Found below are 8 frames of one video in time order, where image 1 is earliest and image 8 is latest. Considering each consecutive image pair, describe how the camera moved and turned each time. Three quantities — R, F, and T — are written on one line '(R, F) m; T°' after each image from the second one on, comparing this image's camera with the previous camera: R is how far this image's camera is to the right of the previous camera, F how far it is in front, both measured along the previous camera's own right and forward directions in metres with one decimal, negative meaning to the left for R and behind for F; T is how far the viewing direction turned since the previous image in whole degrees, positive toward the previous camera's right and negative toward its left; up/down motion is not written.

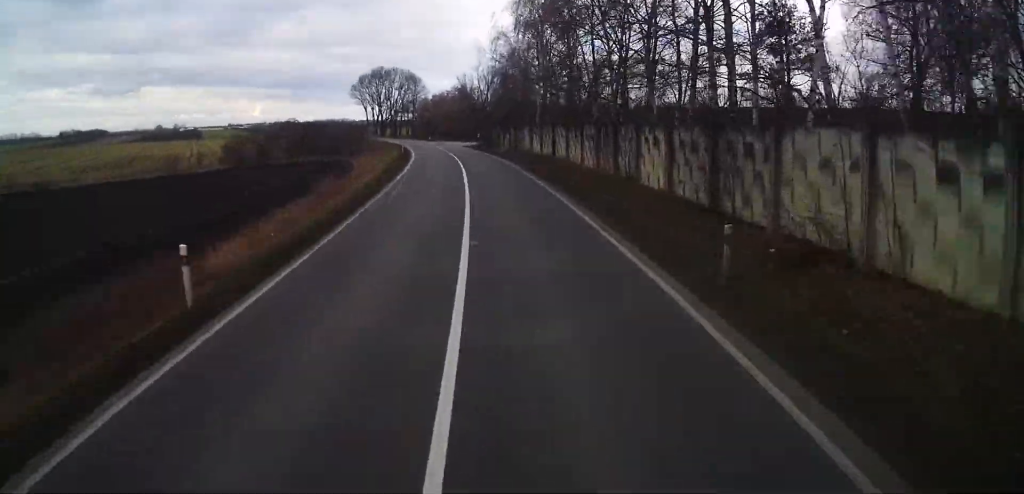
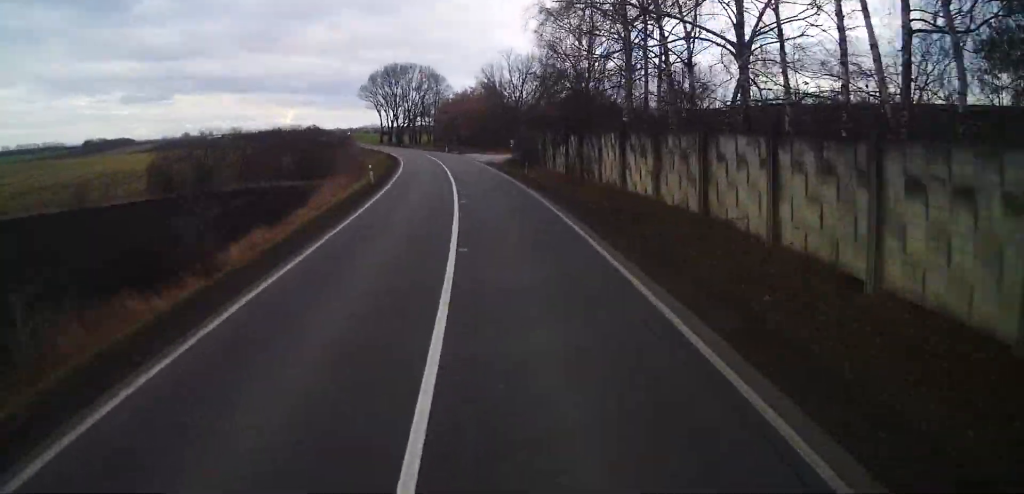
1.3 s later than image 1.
(-0.9, +27.2) m; -4°
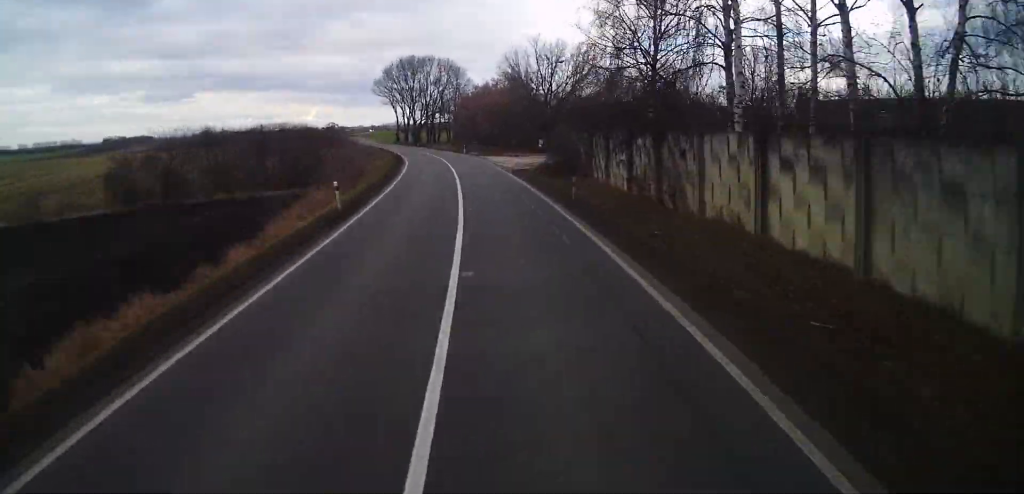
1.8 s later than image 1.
(-0.2, +11.2) m; -1°
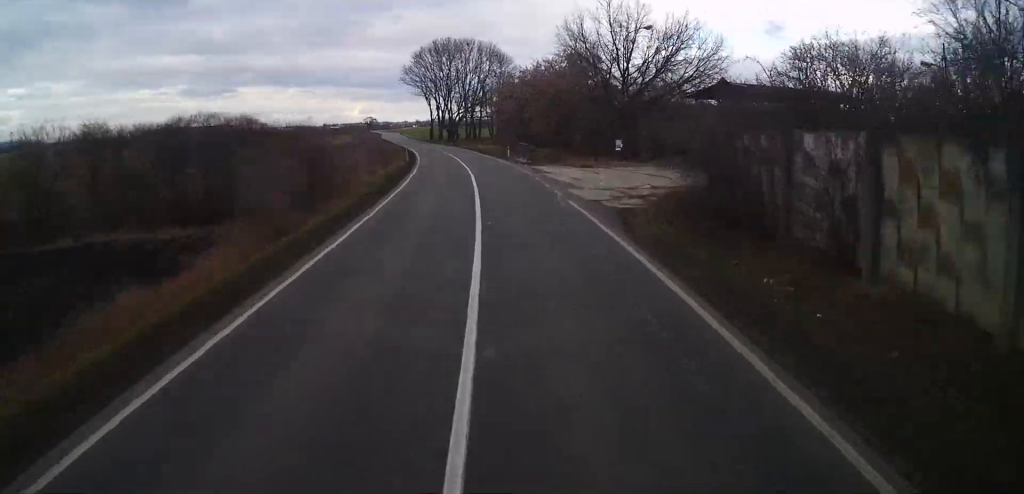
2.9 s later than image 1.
(-0.5, +22.0) m; -3°
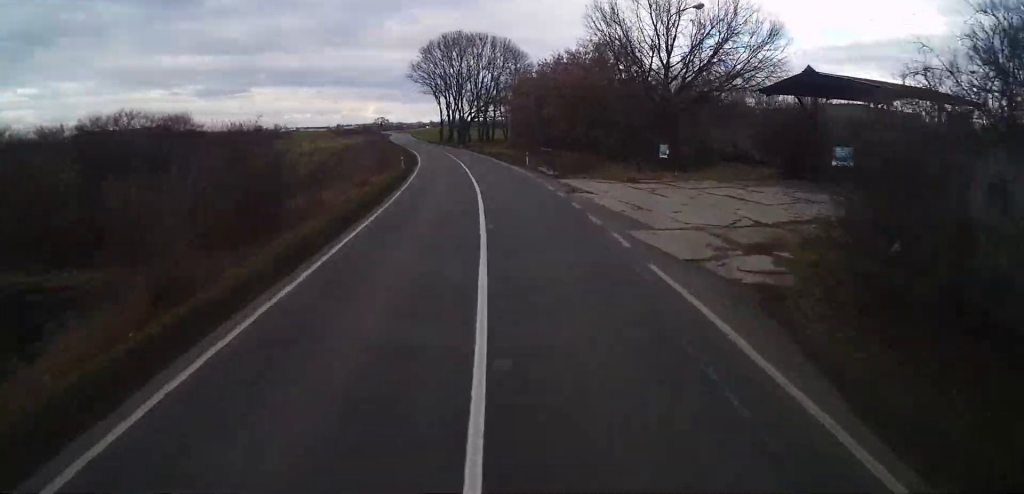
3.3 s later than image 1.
(0.0, +9.3) m; -2°
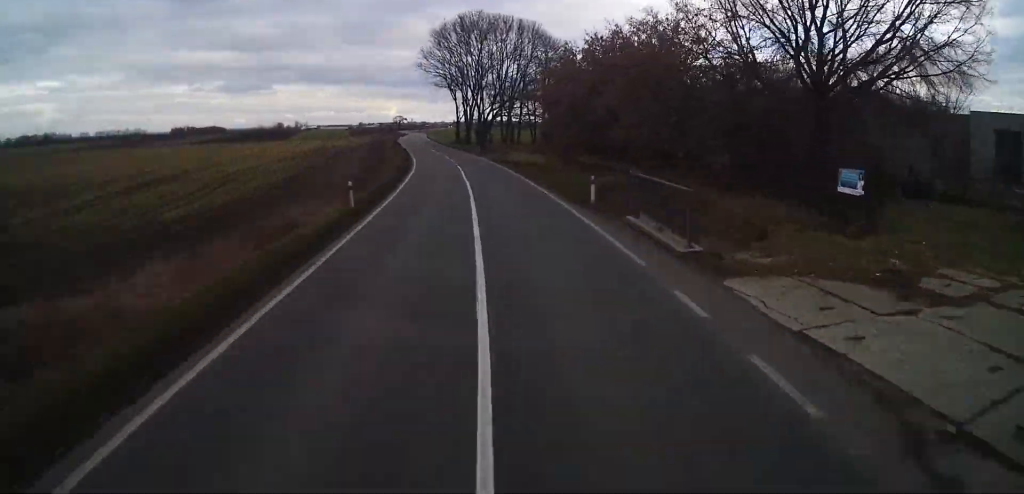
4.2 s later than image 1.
(-0.7, +19.3) m; -3°
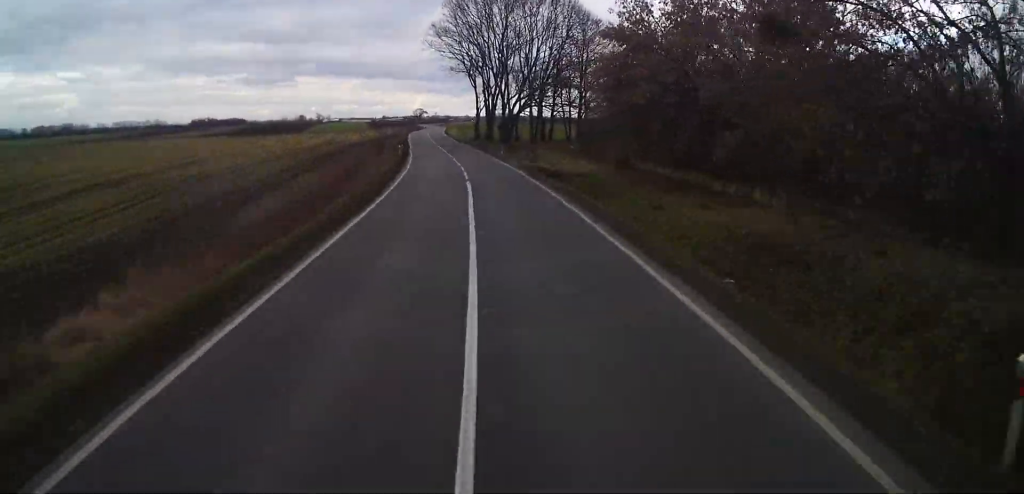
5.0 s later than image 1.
(-0.3, +17.3) m; -3°
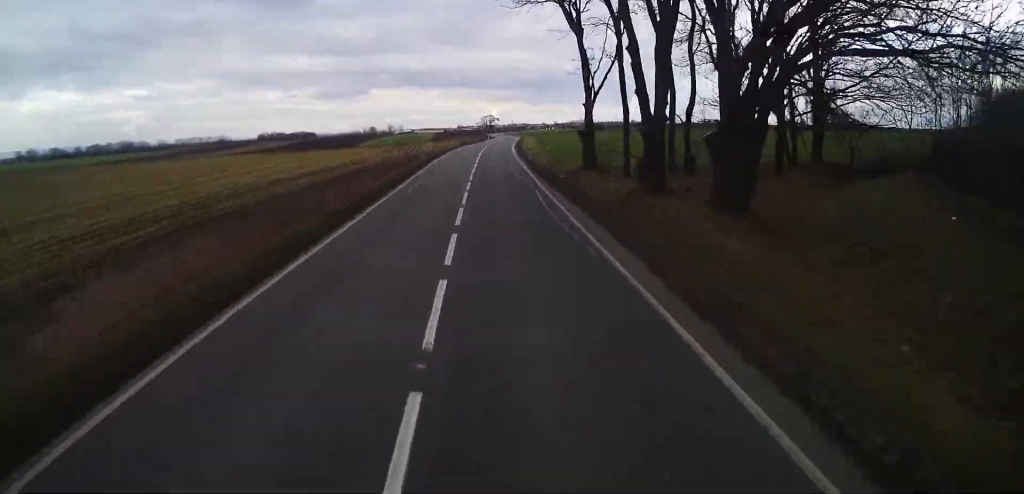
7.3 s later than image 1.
(-3.1, +51.6) m; -6°
